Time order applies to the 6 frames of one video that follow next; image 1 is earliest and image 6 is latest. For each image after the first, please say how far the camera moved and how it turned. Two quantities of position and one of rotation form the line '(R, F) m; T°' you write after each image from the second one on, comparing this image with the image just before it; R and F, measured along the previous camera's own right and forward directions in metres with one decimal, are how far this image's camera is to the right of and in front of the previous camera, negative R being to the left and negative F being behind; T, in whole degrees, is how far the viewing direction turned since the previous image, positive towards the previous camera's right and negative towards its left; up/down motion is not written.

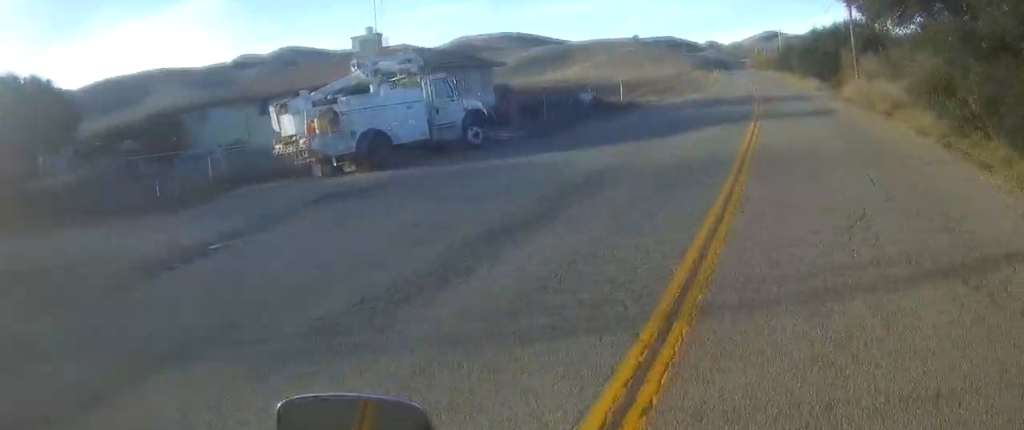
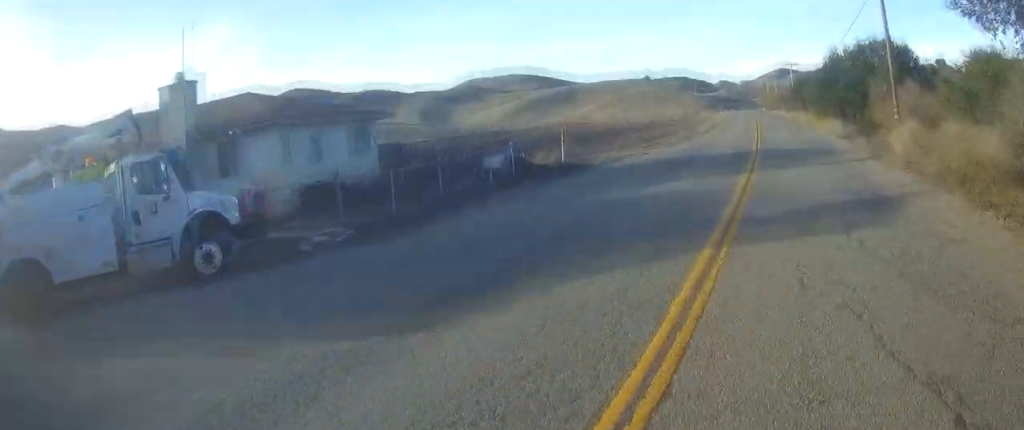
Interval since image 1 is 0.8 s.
(+0.4, +12.5) m; +1°
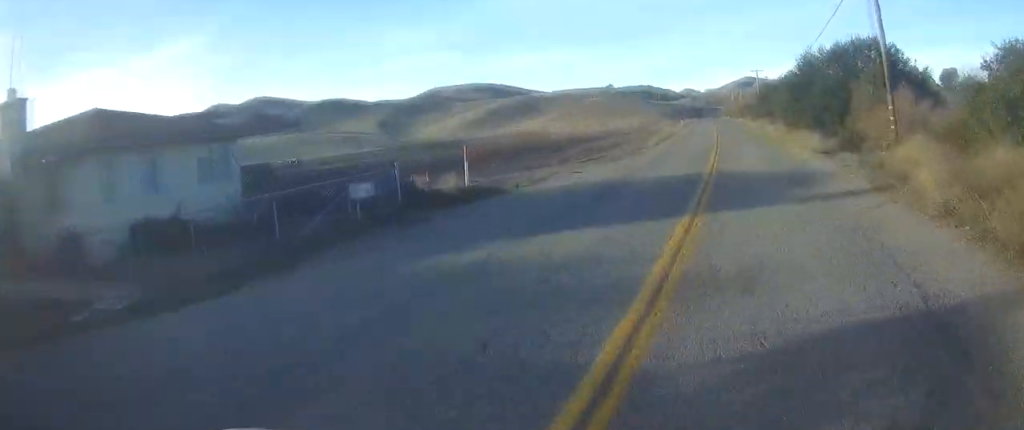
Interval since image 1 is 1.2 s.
(-0.1, +6.5) m; 0°
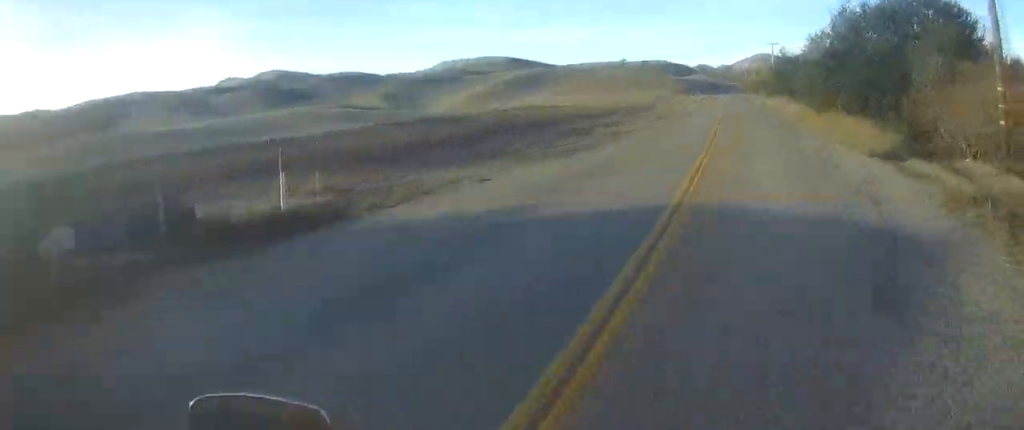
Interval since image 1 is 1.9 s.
(-0.1, +11.0) m; -1°
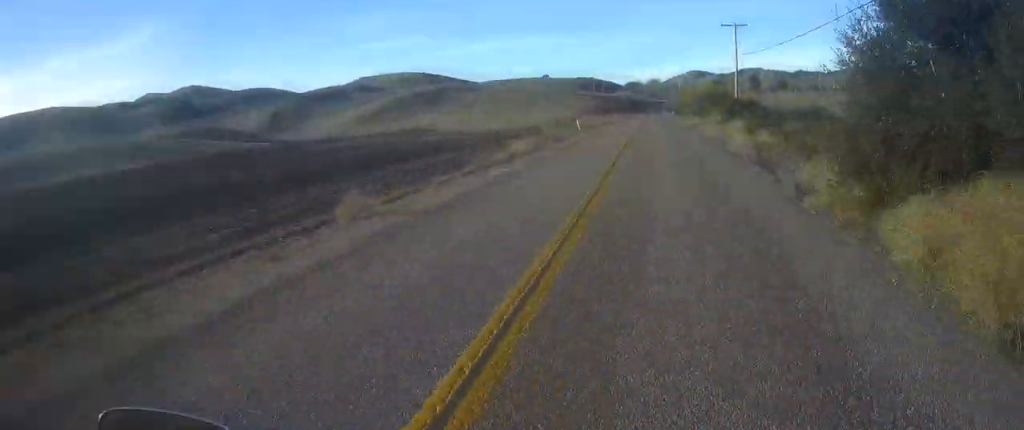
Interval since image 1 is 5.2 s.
(-4.5, +47.5) m; -6°
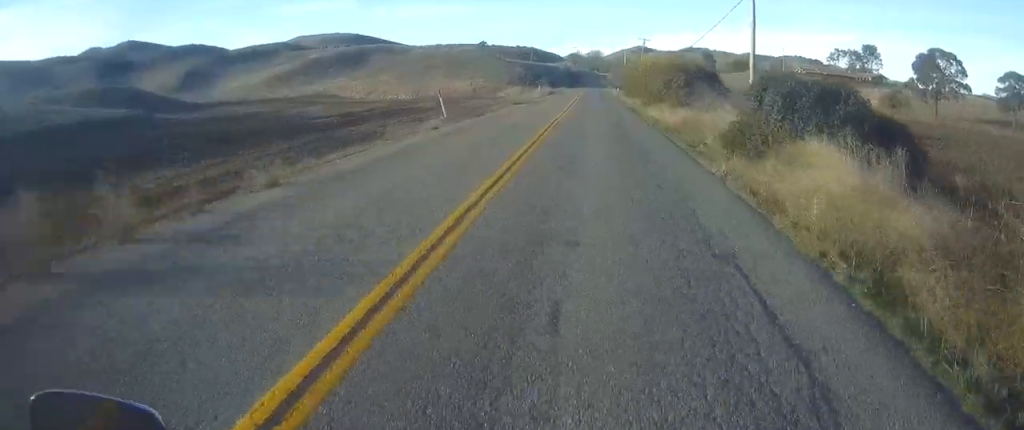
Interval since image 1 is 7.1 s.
(+1.2, +28.2) m; 0°
